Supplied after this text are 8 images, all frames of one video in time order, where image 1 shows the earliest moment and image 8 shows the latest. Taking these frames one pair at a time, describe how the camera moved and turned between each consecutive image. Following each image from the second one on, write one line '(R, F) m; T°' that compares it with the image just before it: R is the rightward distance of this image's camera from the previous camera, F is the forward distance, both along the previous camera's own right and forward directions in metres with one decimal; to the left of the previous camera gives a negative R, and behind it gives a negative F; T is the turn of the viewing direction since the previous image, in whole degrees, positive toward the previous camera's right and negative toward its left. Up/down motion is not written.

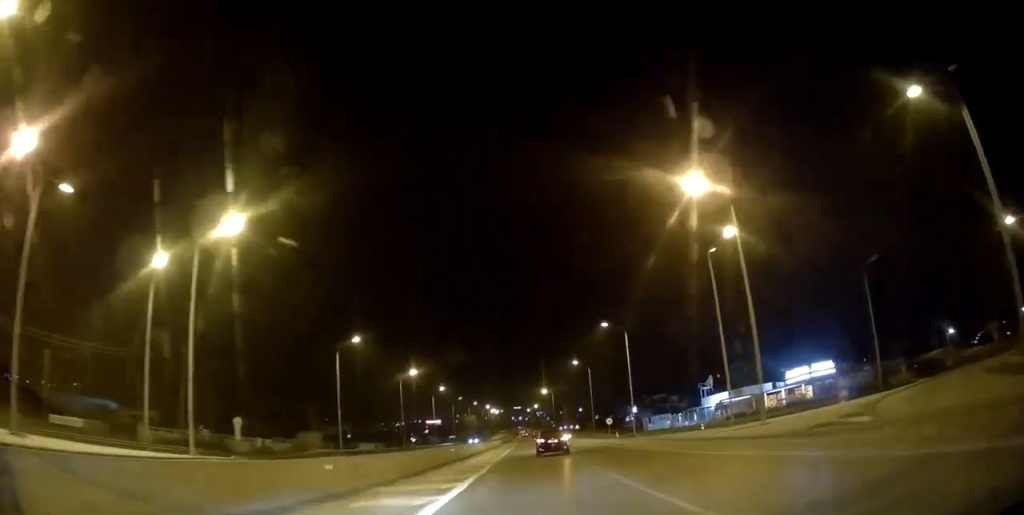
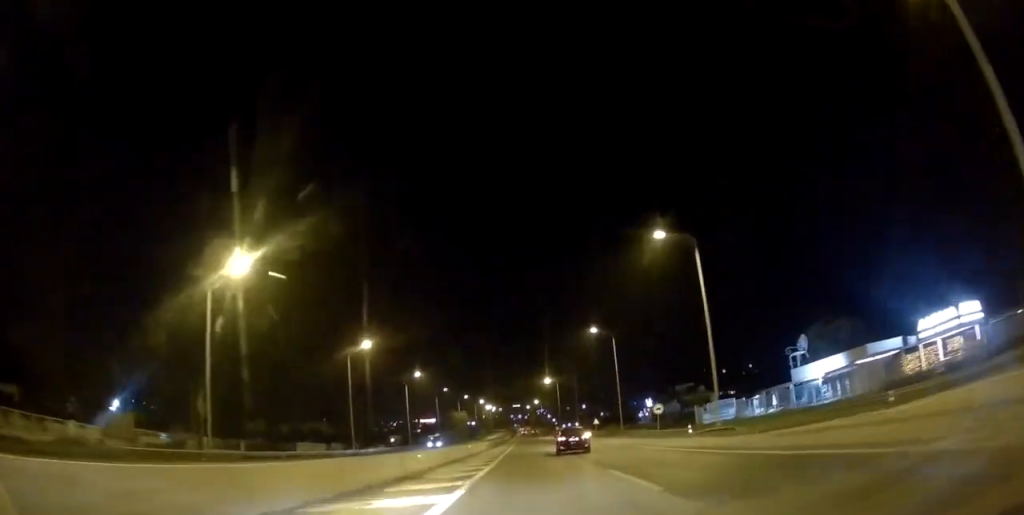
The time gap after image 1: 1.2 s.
(+0.1, +30.7) m; 0°
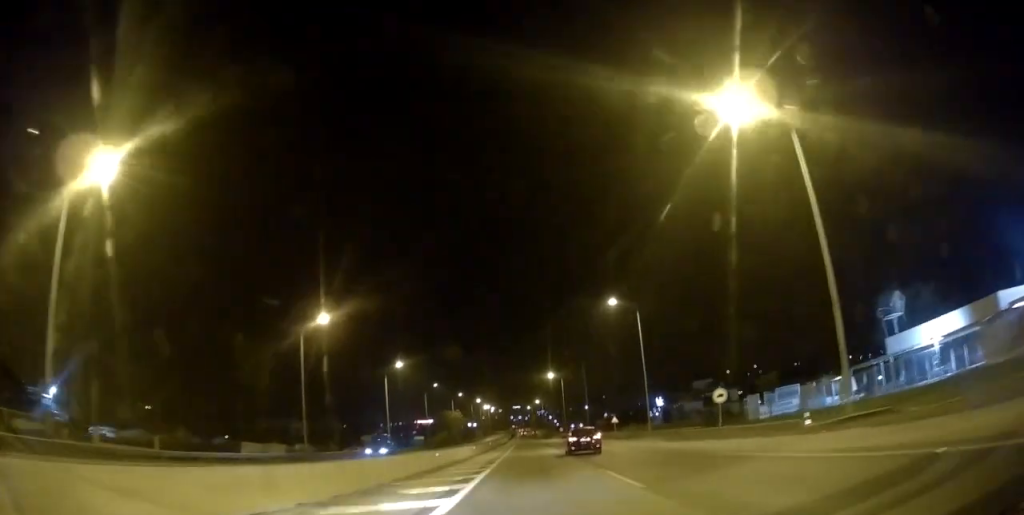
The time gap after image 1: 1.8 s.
(+0.2, +16.4) m; -1°
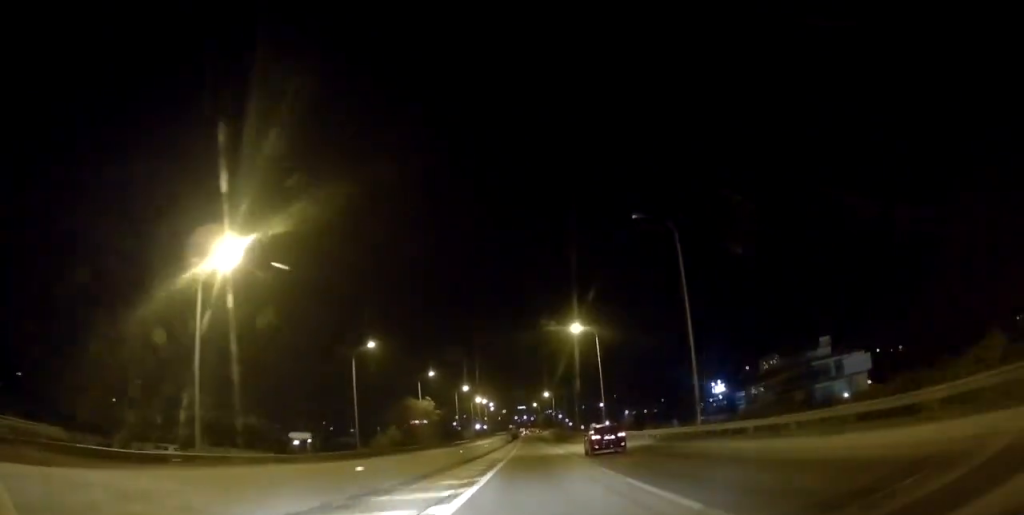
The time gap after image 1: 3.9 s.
(-1.5, +58.5) m; -1°
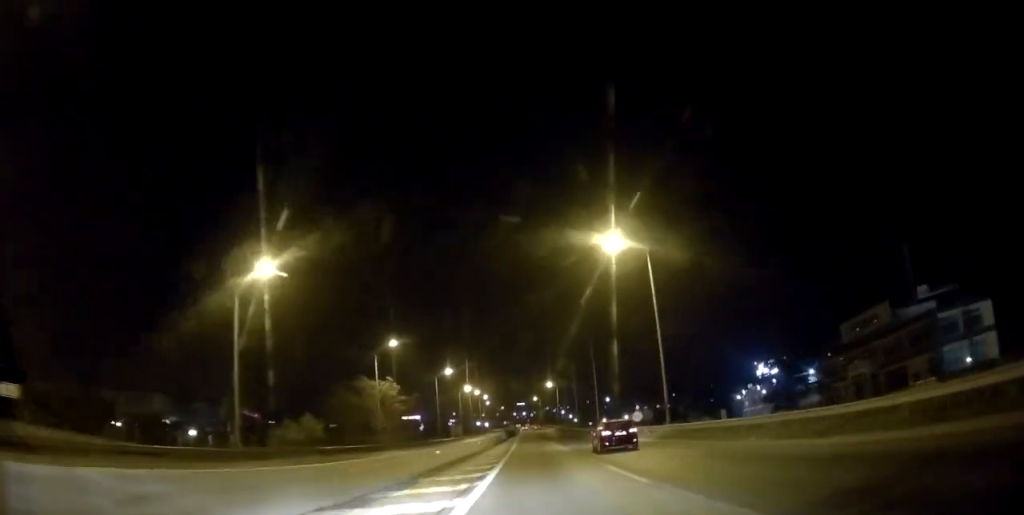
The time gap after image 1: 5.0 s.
(+0.5, +32.2) m; 0°
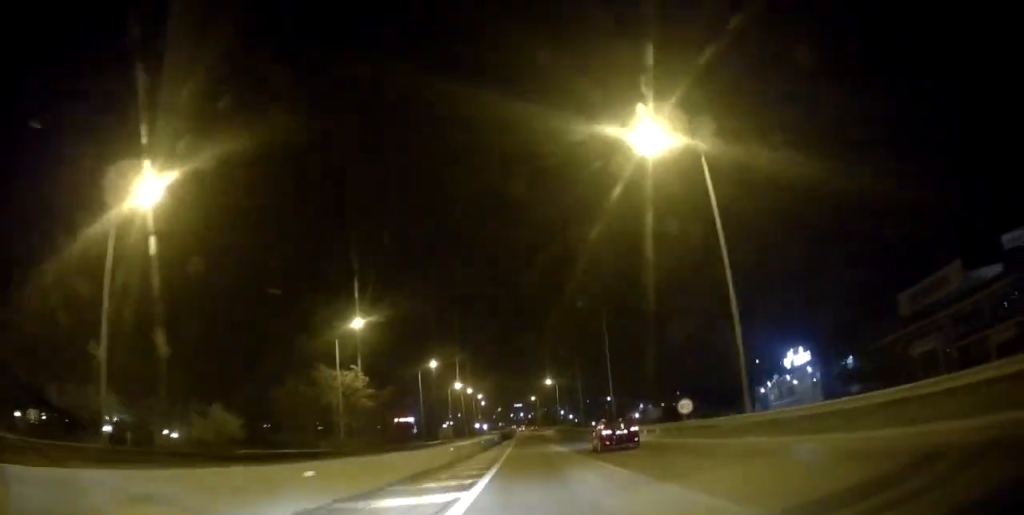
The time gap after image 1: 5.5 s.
(-0.3, +15.1) m; 0°
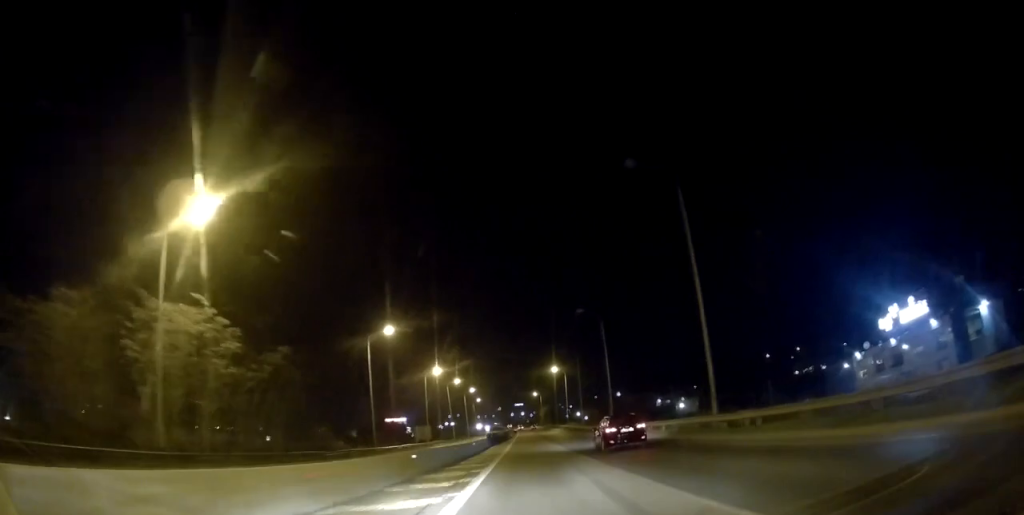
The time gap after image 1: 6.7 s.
(+0.2, +32.2) m; +1°
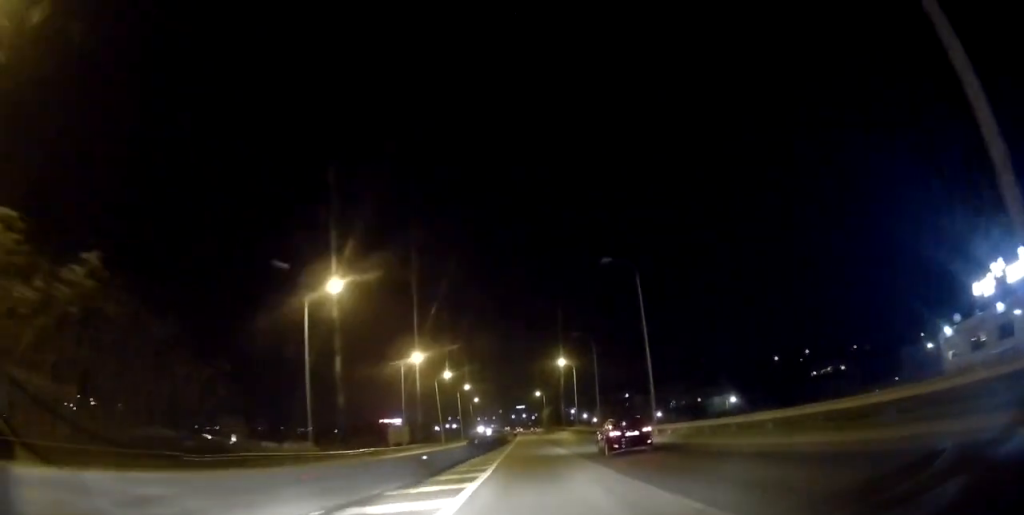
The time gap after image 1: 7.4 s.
(+0.1, +20.2) m; 0°
